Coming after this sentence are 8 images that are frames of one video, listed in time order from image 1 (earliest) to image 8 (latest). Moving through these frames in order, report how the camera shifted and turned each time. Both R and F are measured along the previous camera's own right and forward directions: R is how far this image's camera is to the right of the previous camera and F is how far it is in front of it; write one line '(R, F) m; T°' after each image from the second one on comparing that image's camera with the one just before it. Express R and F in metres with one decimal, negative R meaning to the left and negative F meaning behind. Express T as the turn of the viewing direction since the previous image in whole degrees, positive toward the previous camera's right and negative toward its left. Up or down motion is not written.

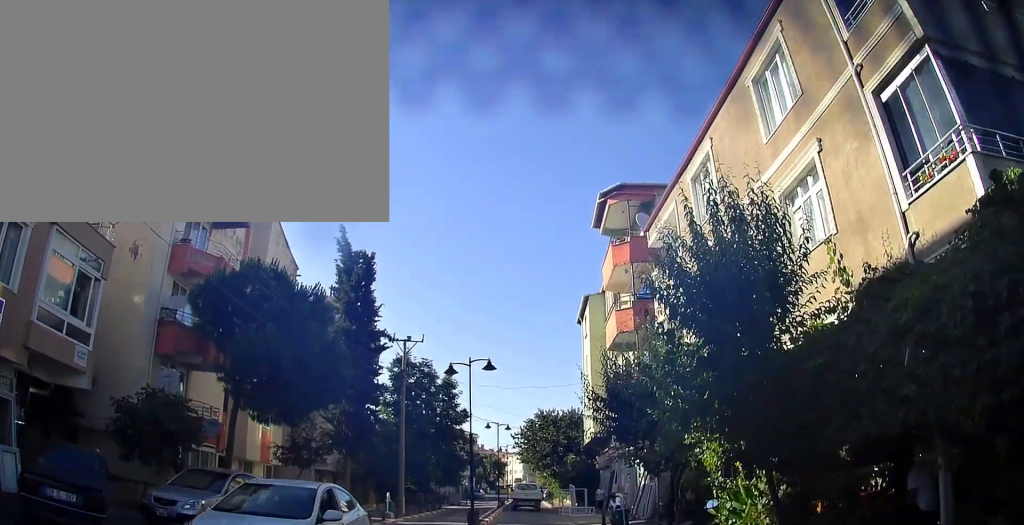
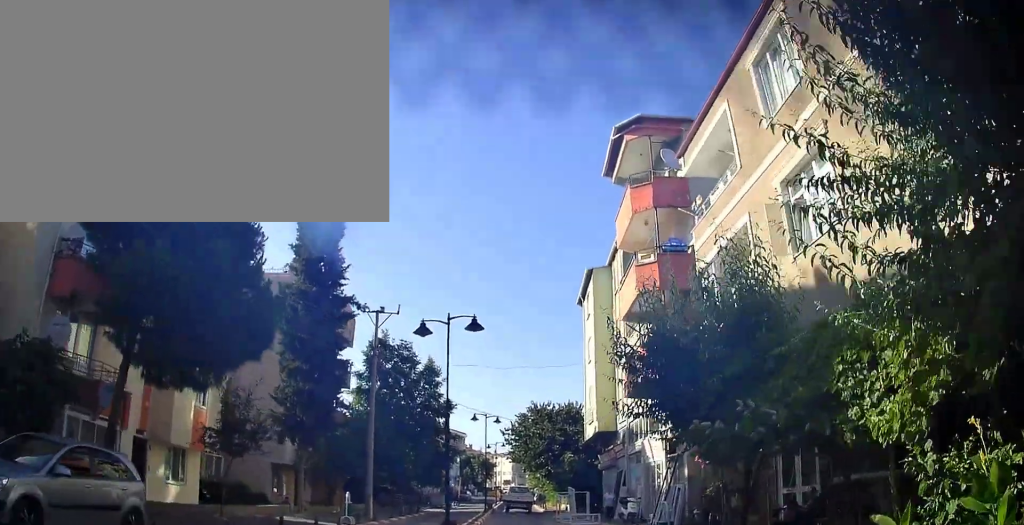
(0.0, +5.3) m; 0°
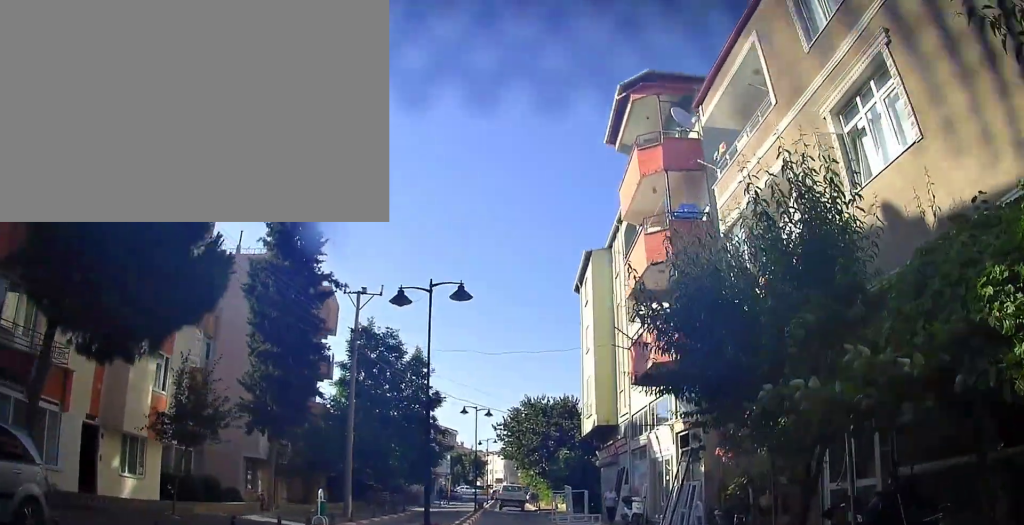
(0.0, +2.3) m; 0°
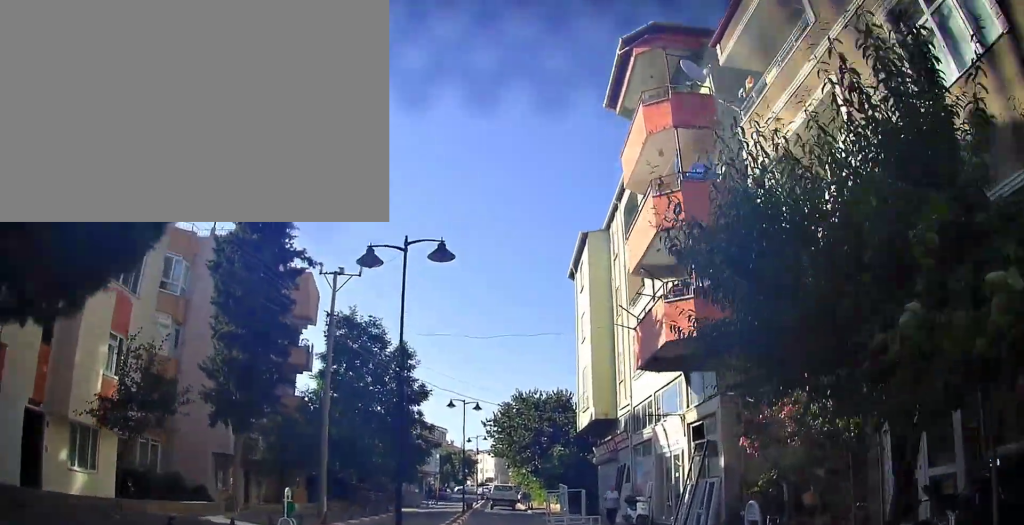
(0.0, +2.2) m; 0°
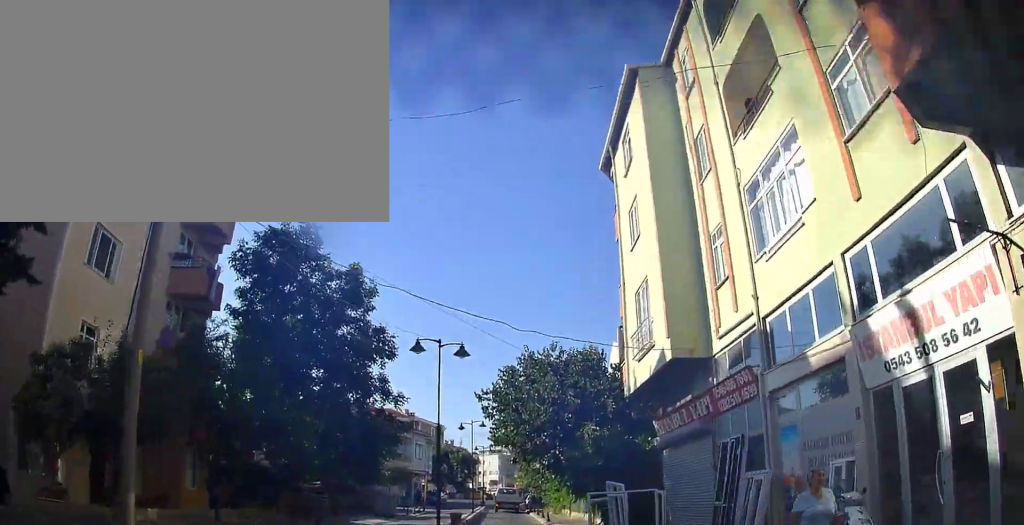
(+0.1, +12.3) m; 0°
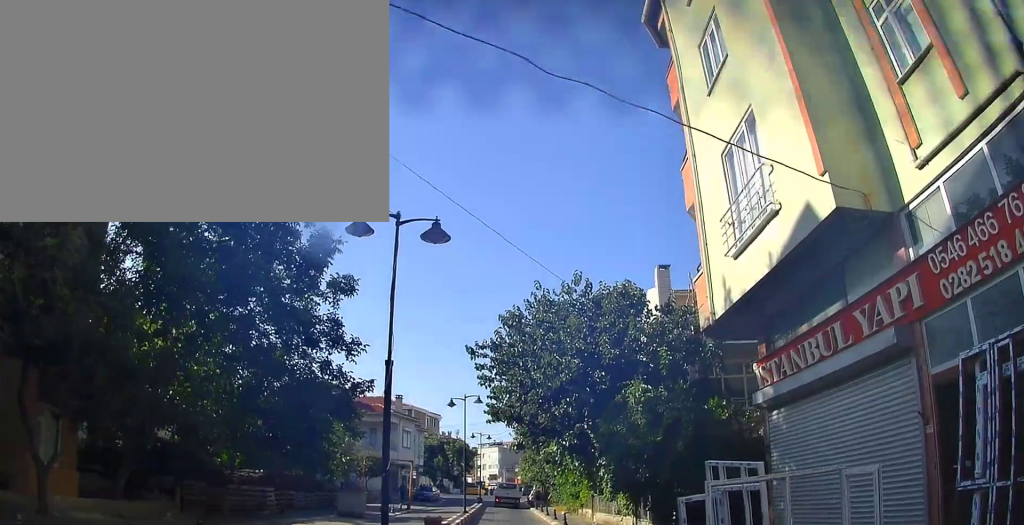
(-0.2, +7.8) m; -1°
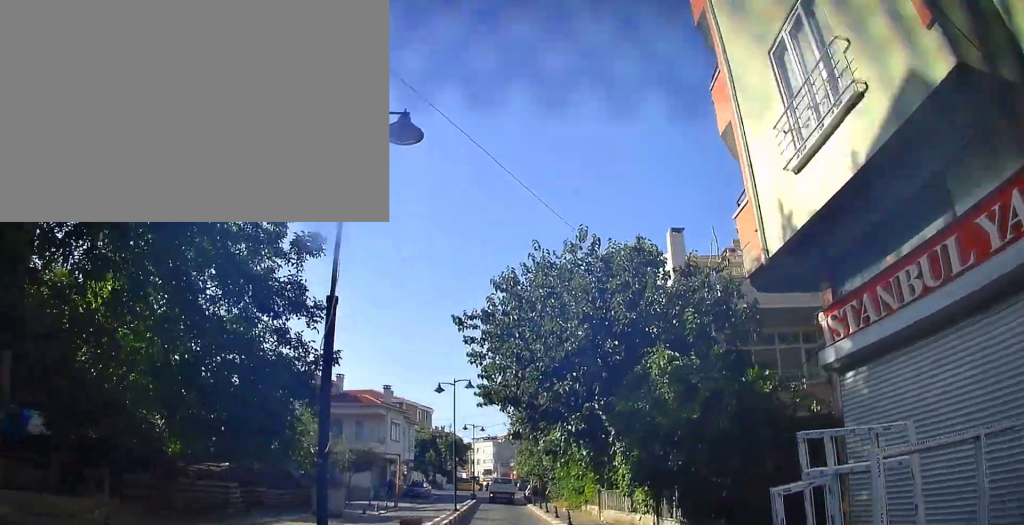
(0.0, +2.7) m; +1°
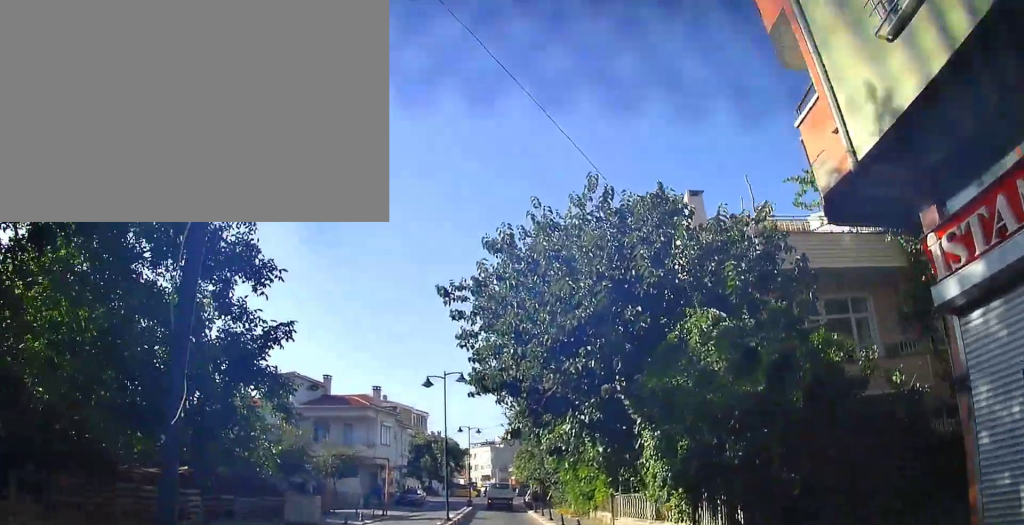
(+0.1, +3.1) m; +1°
